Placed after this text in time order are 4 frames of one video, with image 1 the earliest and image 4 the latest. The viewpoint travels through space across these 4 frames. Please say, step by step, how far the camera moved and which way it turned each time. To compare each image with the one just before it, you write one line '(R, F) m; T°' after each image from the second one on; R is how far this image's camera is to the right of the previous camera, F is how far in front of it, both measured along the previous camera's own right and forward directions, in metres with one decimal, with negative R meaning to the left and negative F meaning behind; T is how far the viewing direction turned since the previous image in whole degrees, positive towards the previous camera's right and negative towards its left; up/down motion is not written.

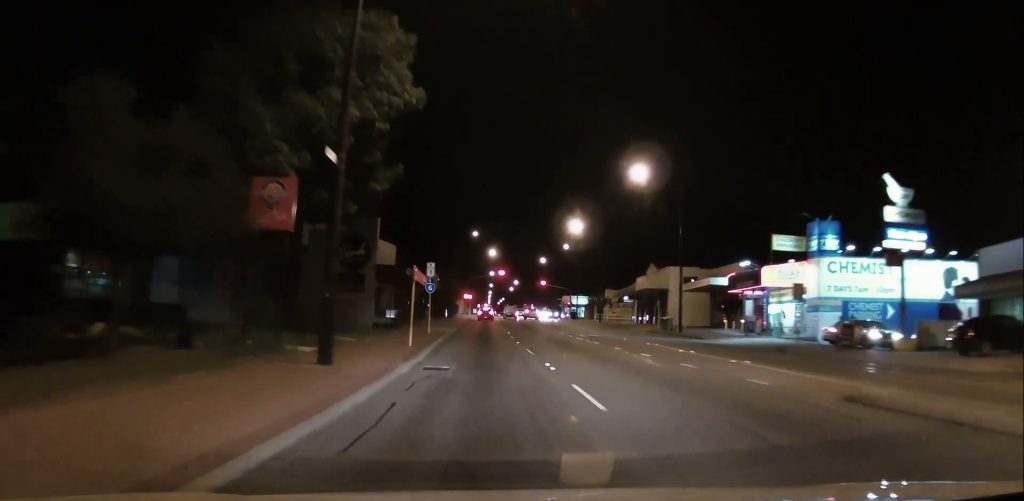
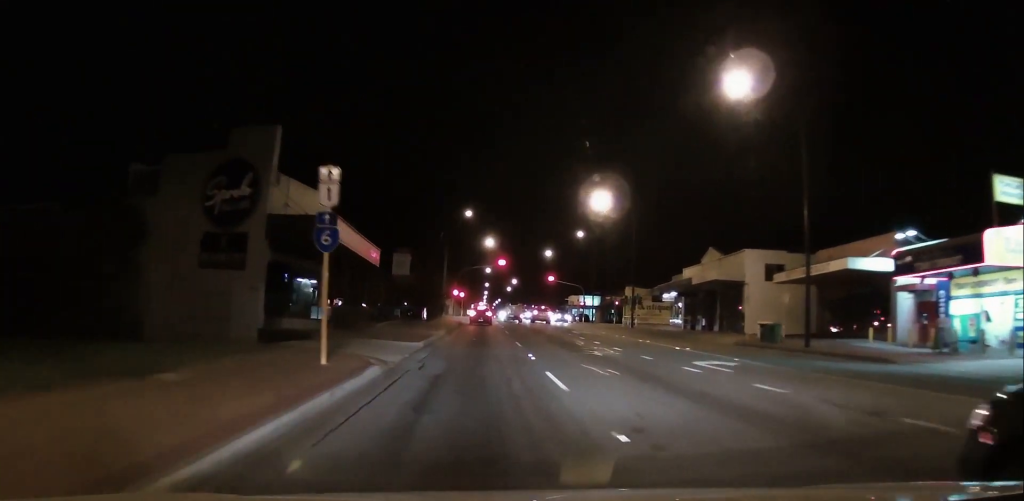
(-1.4, +23.2) m; 0°
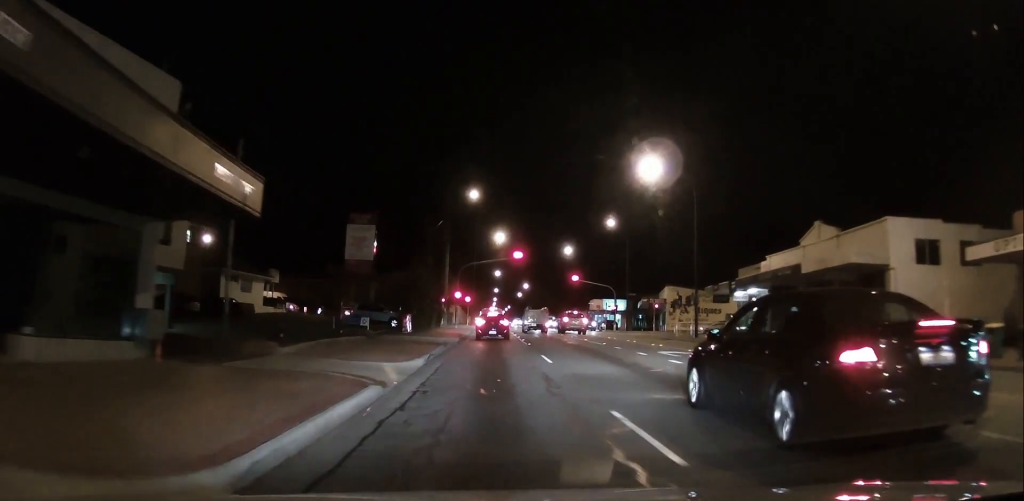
(+0.4, +19.1) m; -2°
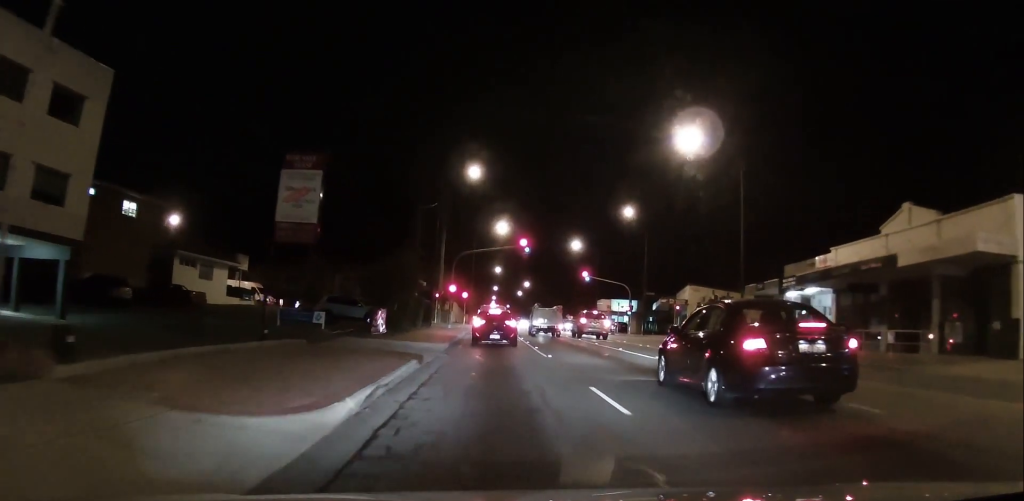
(+0.2, +10.2) m; 0°
